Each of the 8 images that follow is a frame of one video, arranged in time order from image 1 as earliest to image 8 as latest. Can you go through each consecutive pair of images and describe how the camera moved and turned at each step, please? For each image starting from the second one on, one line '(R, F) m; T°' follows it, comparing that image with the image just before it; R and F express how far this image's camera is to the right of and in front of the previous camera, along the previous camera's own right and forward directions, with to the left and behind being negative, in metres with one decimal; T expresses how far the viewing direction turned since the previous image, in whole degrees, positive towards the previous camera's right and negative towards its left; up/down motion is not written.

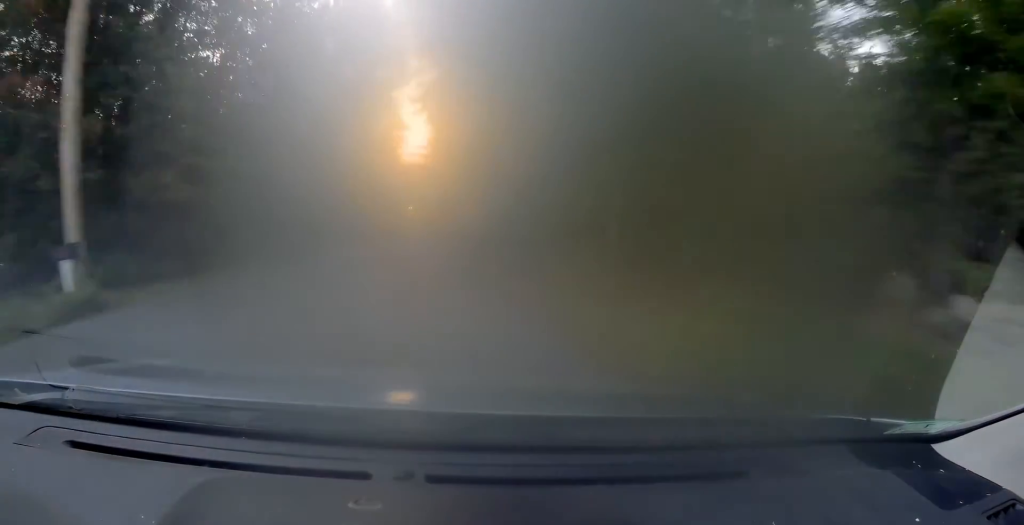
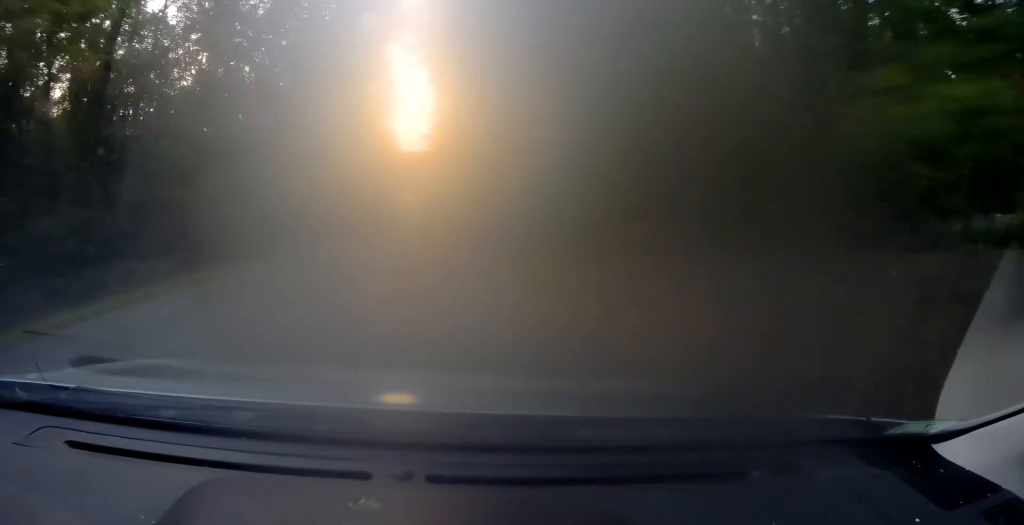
(+0.1, +13.6) m; -1°
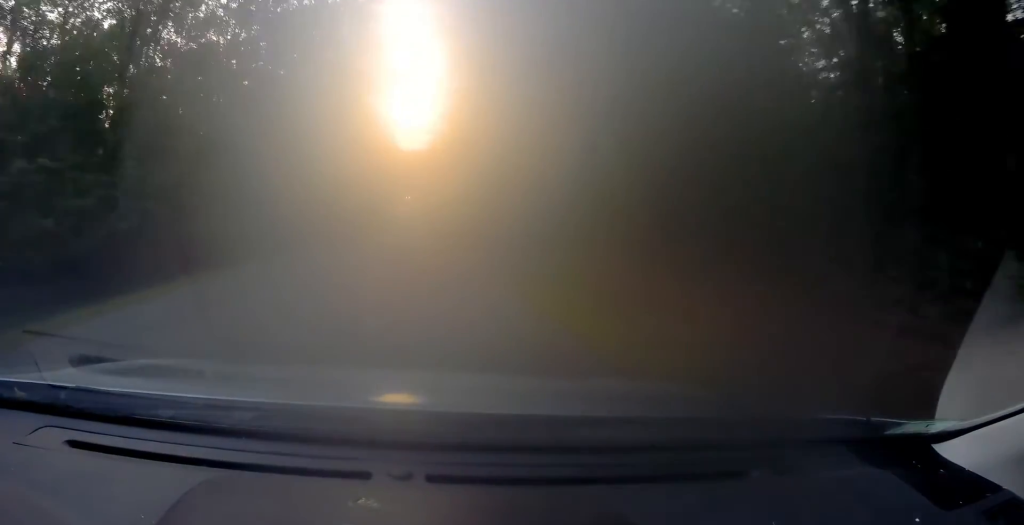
(-0.2, +12.2) m; -1°
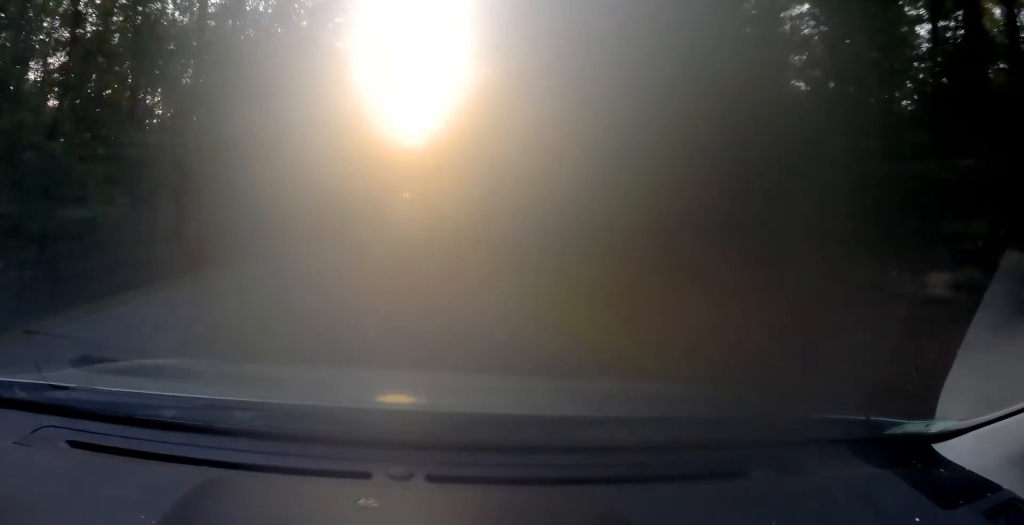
(-0.3, +16.8) m; -2°
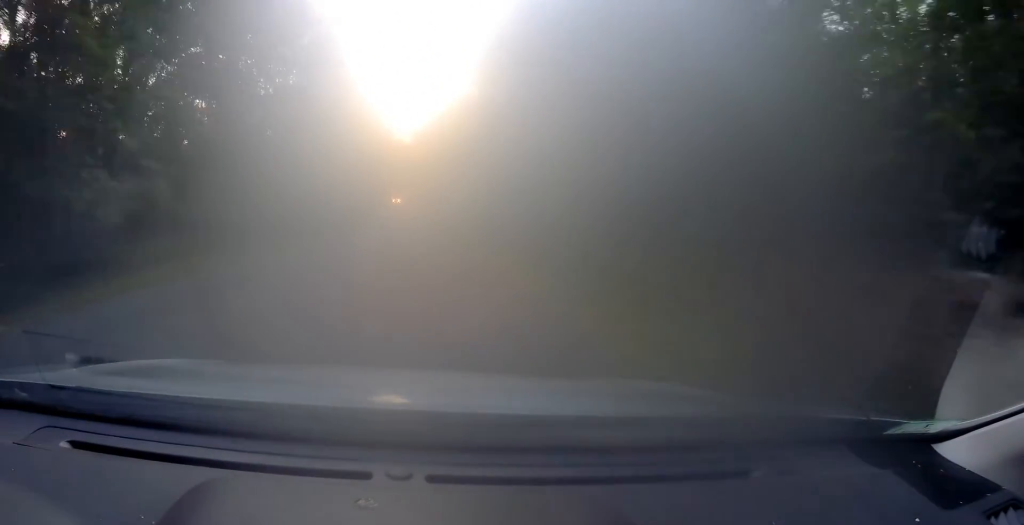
(-0.8, +43.5) m; -1°
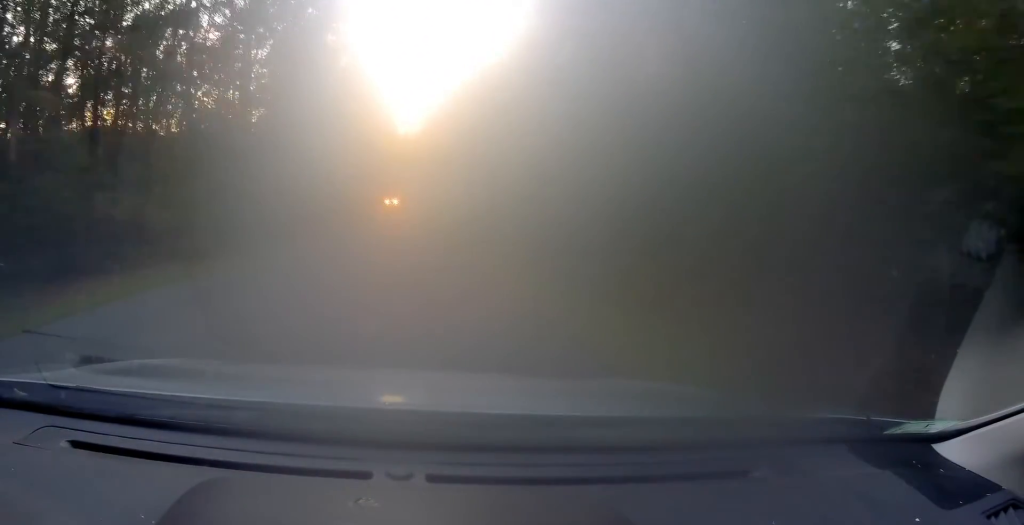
(+0.2, +24.7) m; +1°
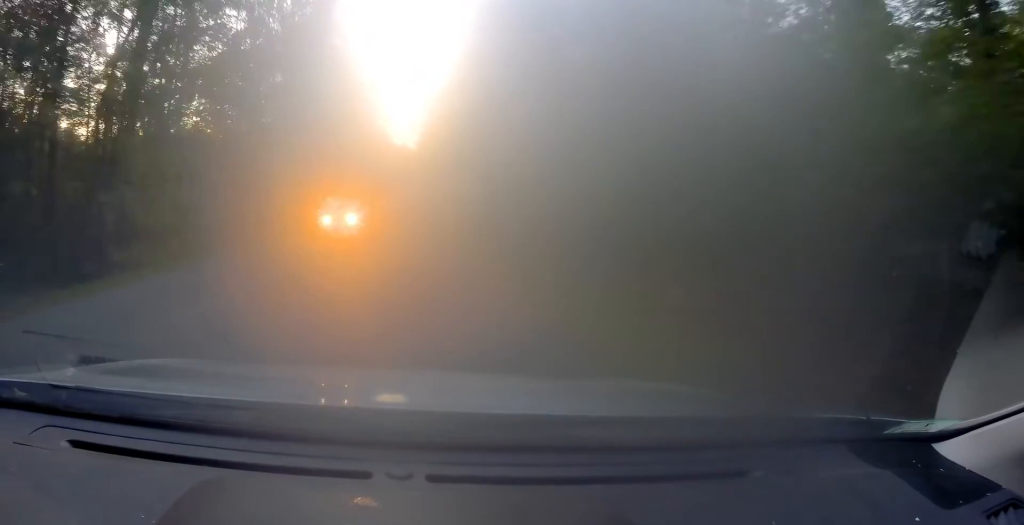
(+0.5, +30.8) m; +2°
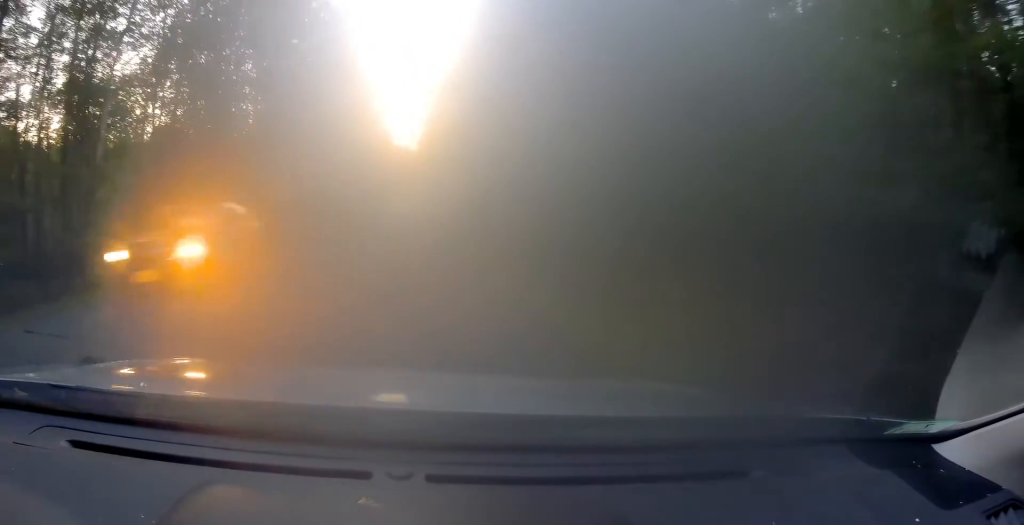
(0.0, +12.4) m; +1°
